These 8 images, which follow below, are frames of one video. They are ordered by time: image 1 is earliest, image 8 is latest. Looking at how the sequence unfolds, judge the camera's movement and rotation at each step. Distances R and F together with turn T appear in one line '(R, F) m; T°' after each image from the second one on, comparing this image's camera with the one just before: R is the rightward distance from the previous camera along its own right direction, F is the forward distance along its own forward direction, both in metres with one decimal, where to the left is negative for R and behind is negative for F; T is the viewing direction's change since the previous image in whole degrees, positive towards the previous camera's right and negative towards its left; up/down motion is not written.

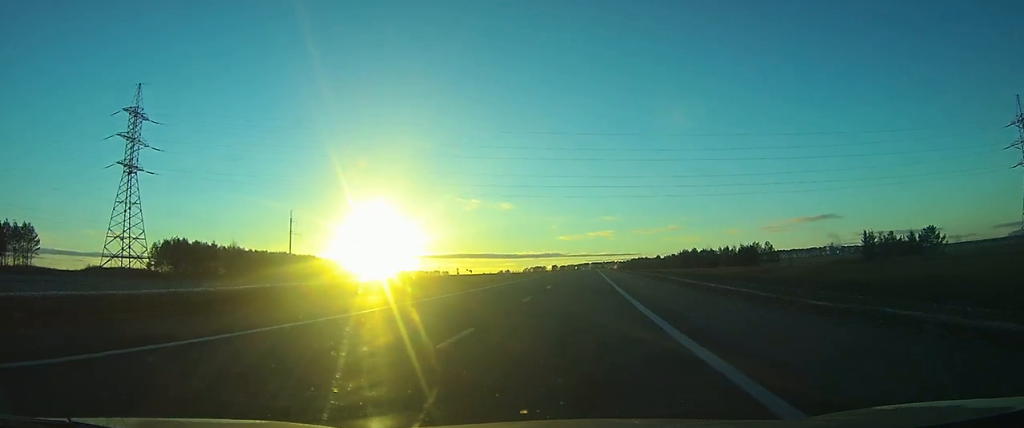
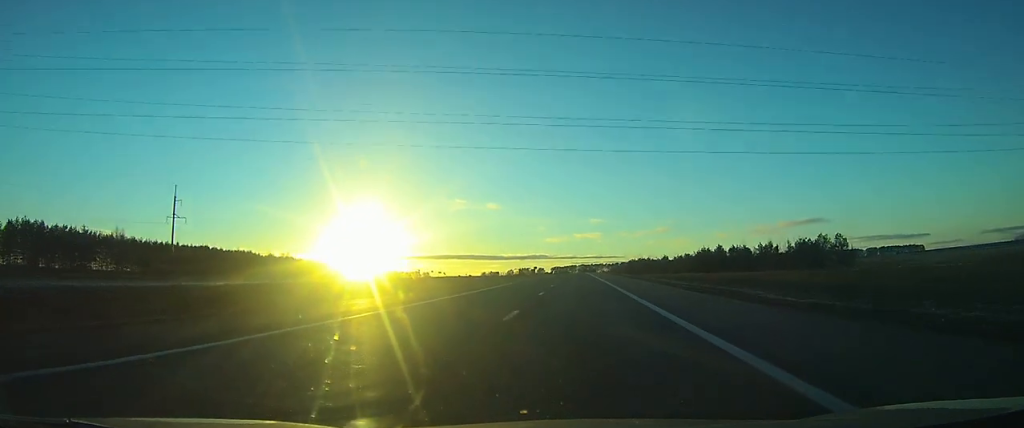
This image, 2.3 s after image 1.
(+1.3, +52.5) m; +2°
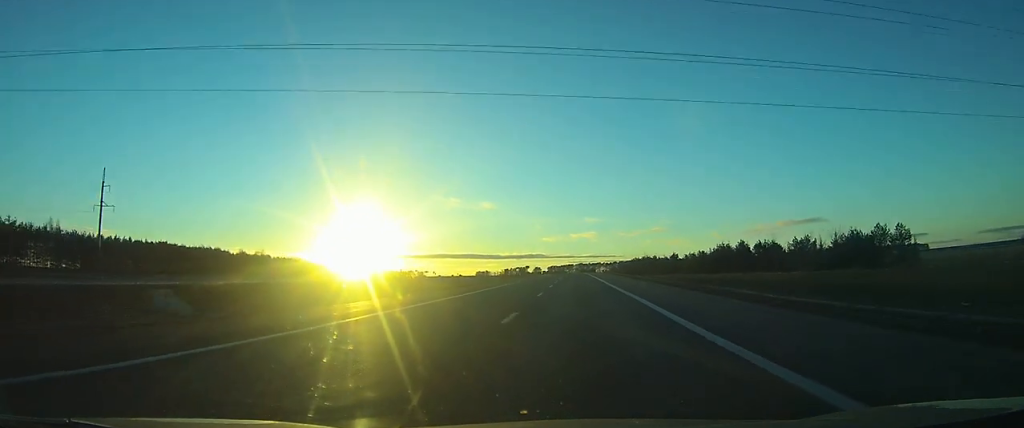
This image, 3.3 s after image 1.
(+0.1, +23.2) m; 0°
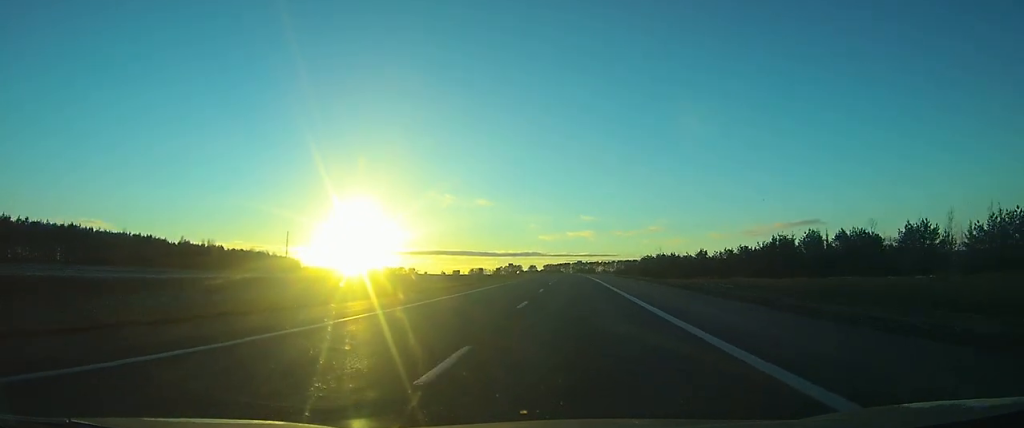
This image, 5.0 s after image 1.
(+0.1, +42.9) m; 0°
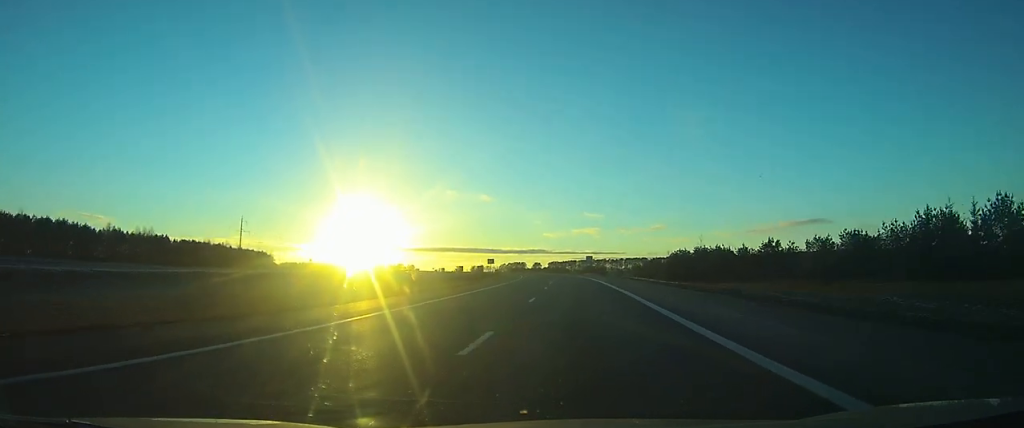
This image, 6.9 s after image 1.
(+0.1, +46.3) m; 0°
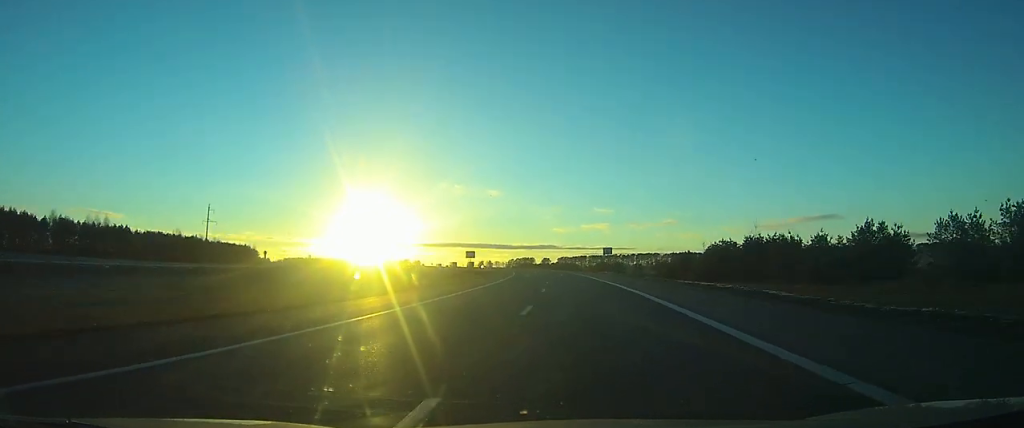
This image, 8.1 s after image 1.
(0.0, +30.5) m; -1°
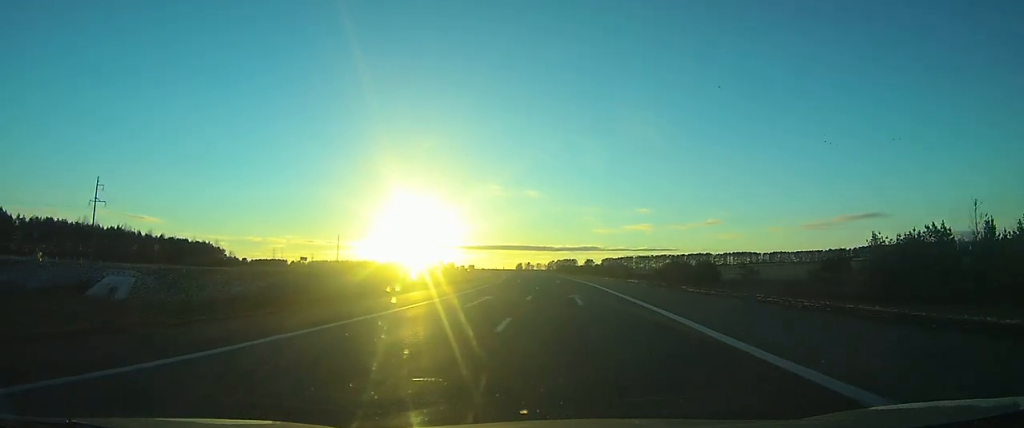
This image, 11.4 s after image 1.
(-2.2, +73.8) m; -5°
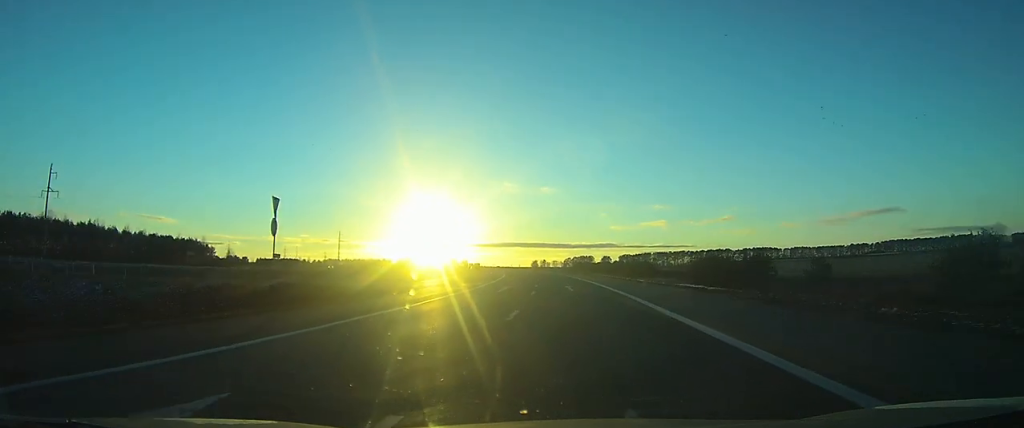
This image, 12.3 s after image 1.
(-0.6, +20.6) m; -2°
